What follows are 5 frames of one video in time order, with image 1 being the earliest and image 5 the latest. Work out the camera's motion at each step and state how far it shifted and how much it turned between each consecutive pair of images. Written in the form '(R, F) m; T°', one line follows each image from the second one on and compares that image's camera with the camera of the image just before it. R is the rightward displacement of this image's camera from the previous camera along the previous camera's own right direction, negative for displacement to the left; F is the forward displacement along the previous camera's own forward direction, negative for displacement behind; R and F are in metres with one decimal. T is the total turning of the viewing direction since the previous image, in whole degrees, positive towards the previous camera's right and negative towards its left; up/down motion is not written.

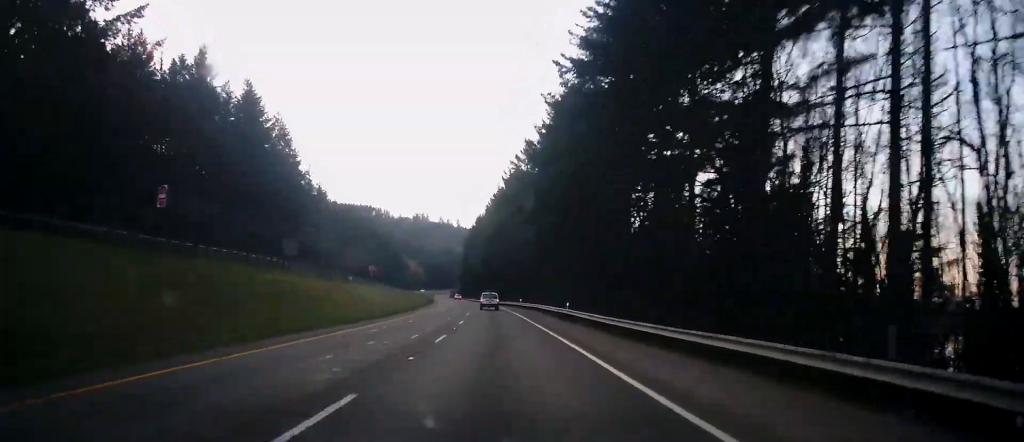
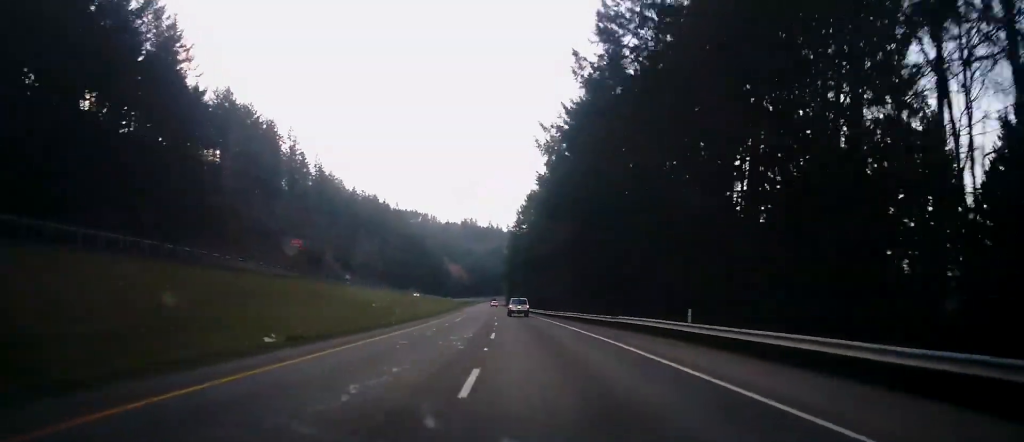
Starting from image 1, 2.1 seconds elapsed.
(-1.6, +57.8) m; -6°
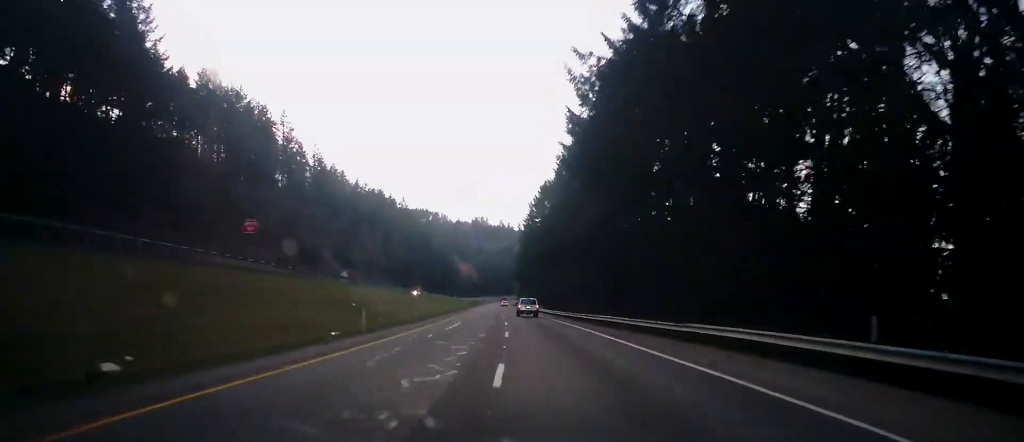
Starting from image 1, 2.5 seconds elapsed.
(-0.4, +11.2) m; -1°
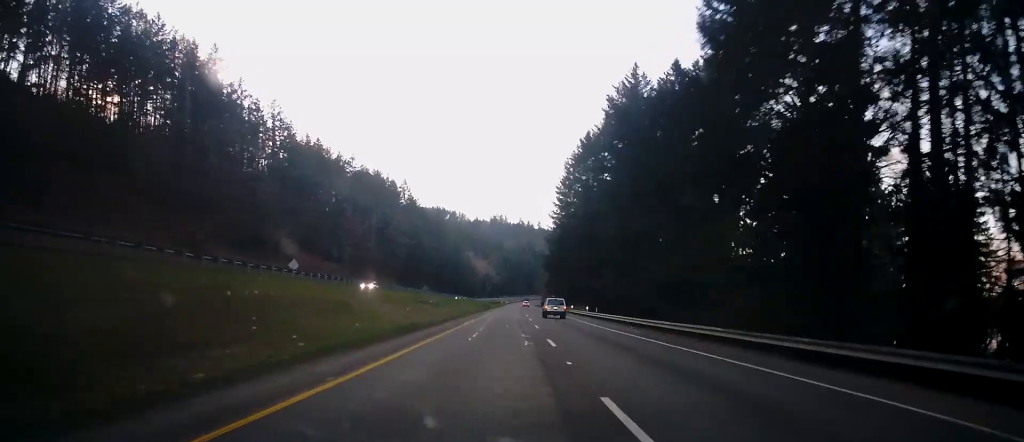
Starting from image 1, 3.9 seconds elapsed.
(-1.3, +40.4) m; -2°
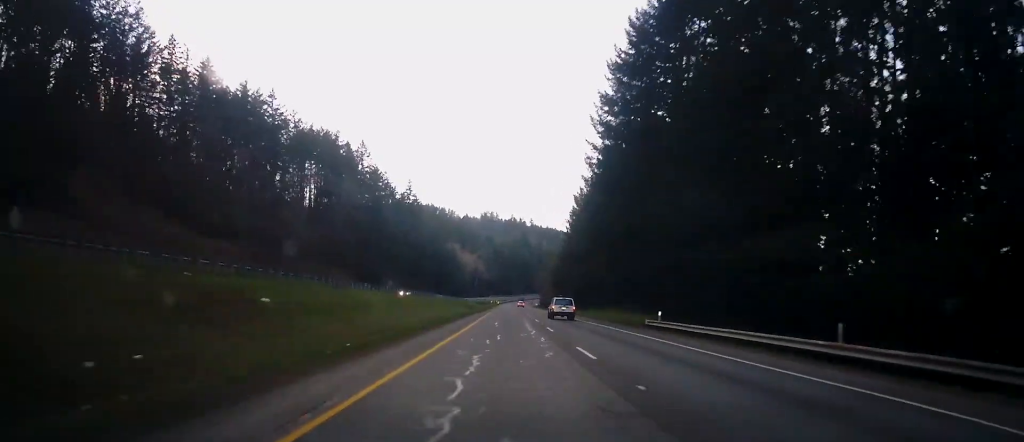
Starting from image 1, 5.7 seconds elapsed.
(+0.1, +52.1) m; 0°
